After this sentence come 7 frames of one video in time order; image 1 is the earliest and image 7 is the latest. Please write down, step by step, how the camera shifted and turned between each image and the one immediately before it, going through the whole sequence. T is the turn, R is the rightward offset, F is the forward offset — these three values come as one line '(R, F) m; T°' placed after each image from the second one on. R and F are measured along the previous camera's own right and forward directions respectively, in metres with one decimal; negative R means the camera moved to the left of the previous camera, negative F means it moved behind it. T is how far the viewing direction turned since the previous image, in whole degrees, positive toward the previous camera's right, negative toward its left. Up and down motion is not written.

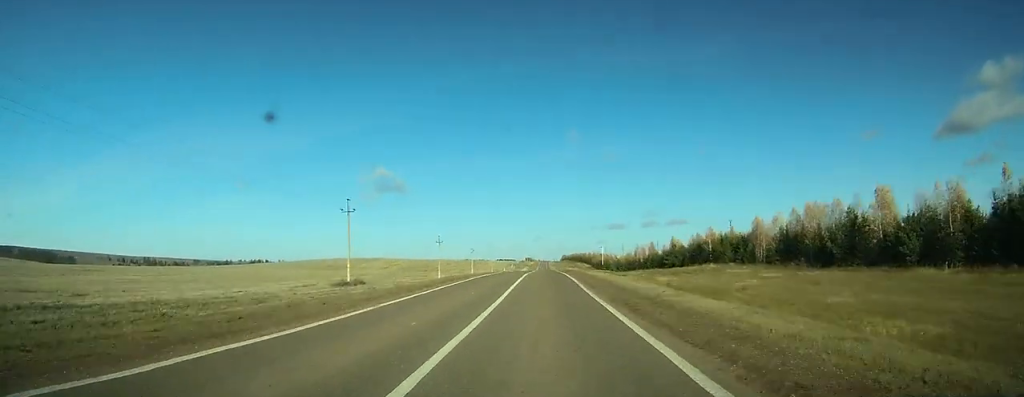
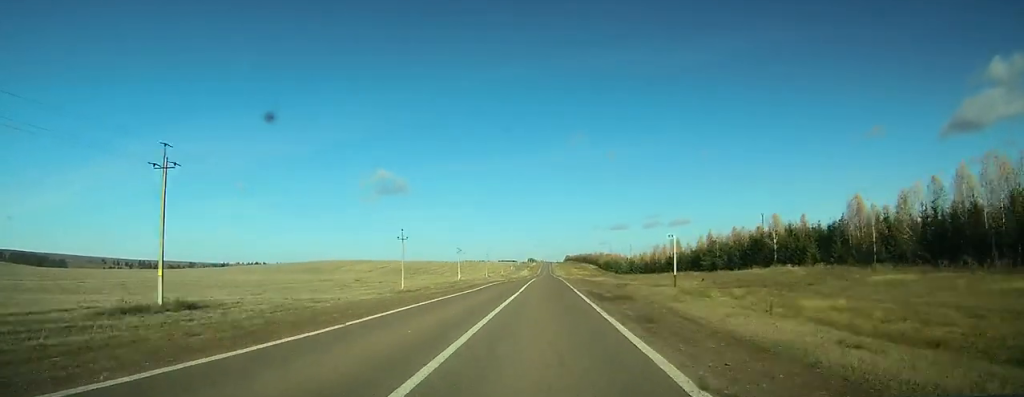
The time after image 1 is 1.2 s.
(0.0, +37.8) m; 0°
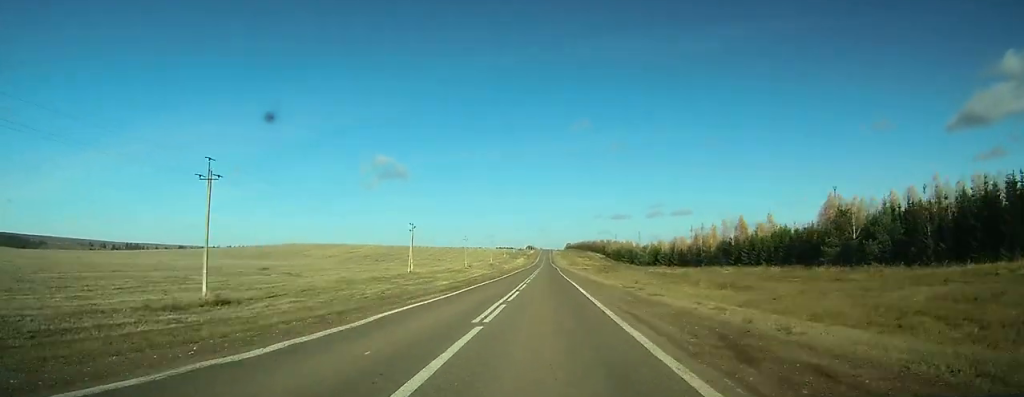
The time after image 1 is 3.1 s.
(0.0, +59.8) m; 0°
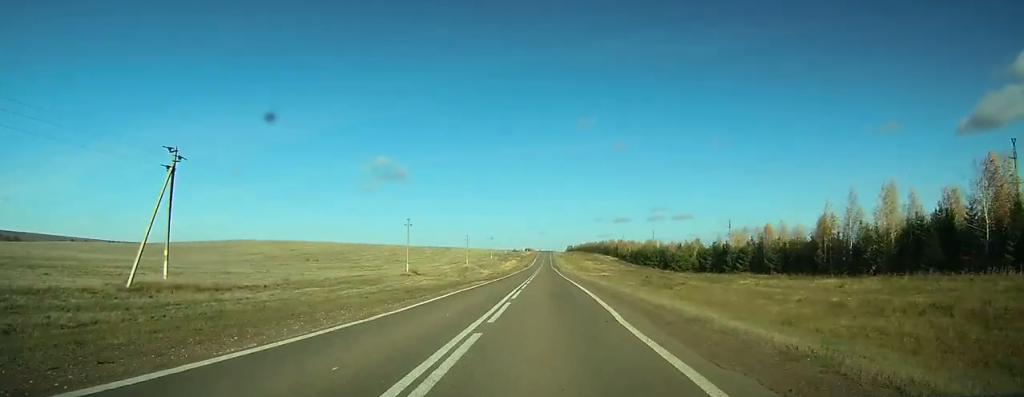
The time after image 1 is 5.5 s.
(0.0, +70.3) m; 0°
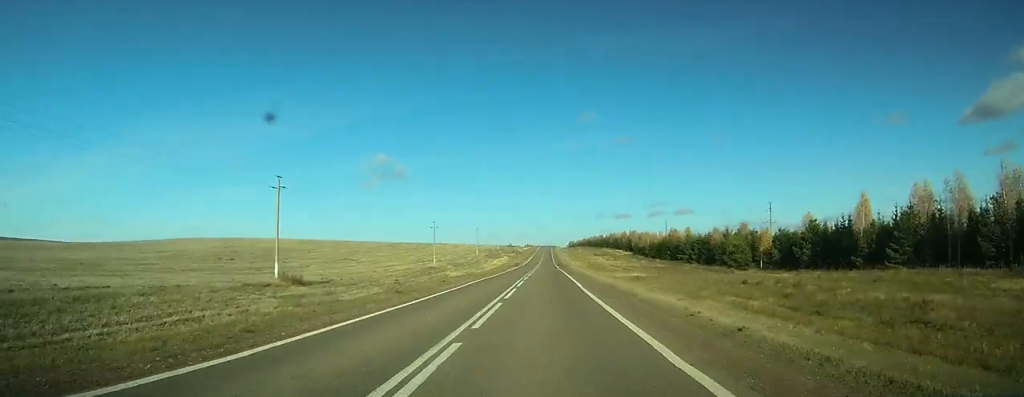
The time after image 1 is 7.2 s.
(+0.2, +44.4) m; 0°
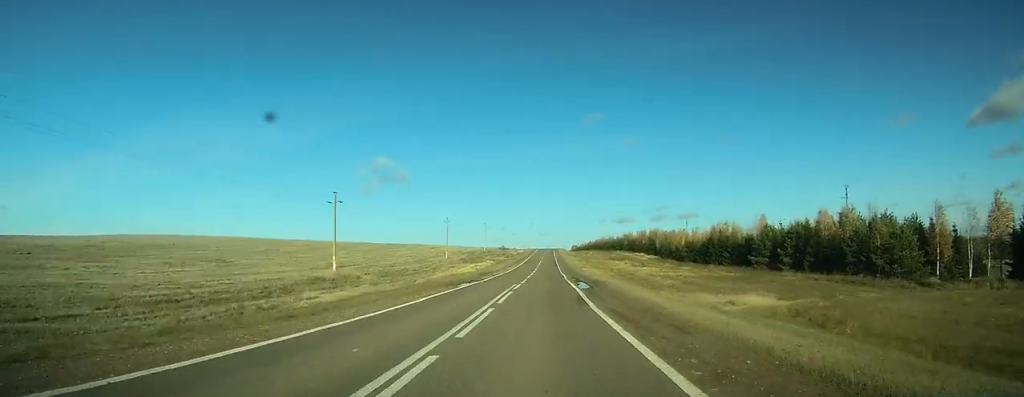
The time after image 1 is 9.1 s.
(+0.1, +47.6) m; 0°
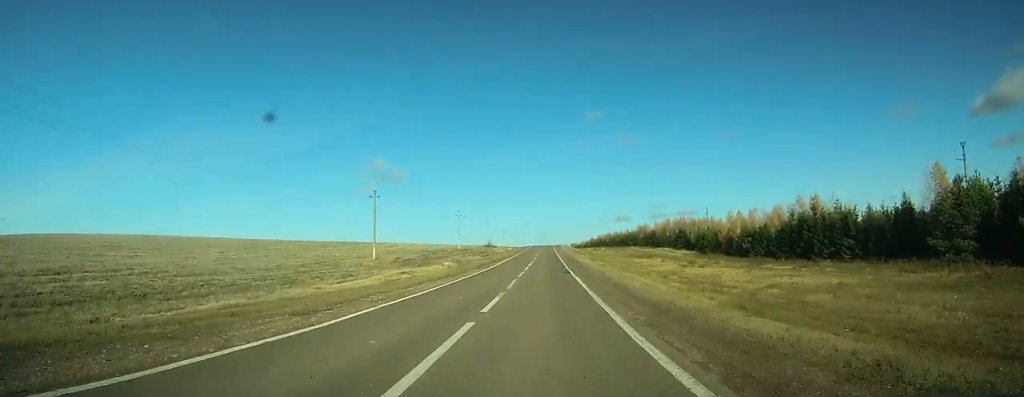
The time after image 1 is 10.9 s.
(0.0, +43.2) m; 0°
